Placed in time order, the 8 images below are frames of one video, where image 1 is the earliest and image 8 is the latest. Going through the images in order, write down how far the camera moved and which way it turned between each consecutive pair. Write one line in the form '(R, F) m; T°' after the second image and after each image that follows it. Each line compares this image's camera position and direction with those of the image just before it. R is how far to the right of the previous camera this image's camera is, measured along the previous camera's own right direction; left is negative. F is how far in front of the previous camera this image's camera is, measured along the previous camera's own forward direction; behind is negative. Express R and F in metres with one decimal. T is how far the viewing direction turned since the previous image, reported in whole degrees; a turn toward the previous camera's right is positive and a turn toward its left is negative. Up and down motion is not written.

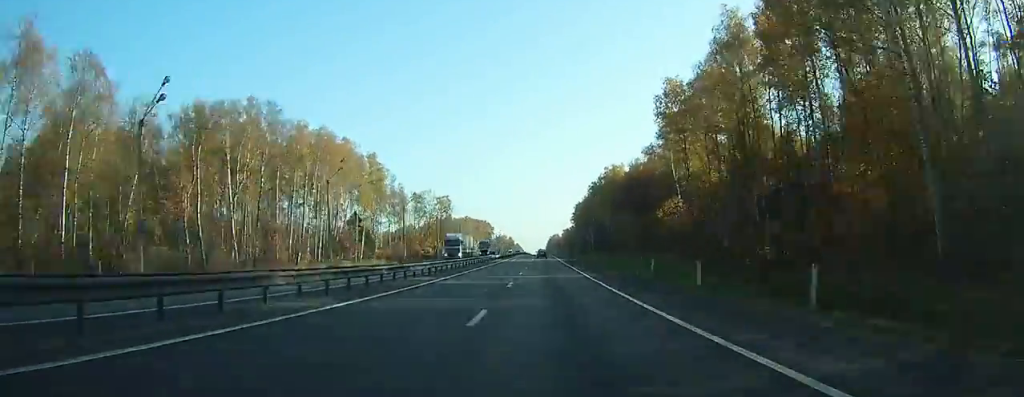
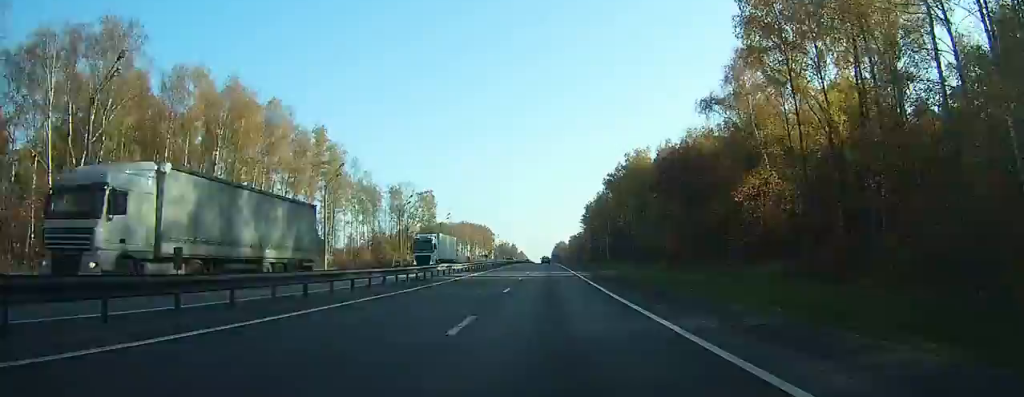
(-0.3, +35.3) m; 0°
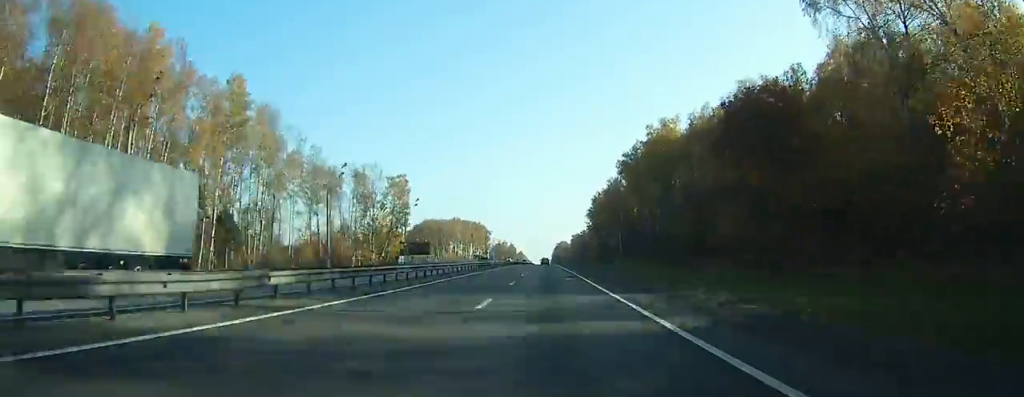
(-0.1, +30.1) m; 0°
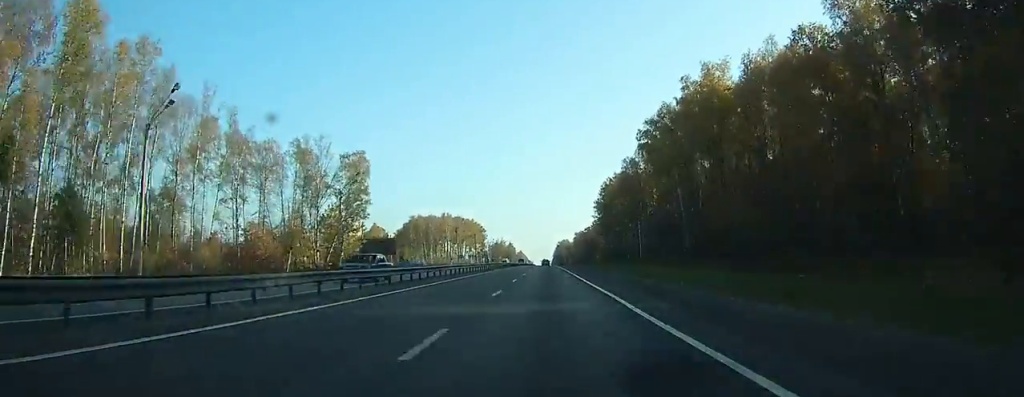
(-0.1, +29.9) m; 0°
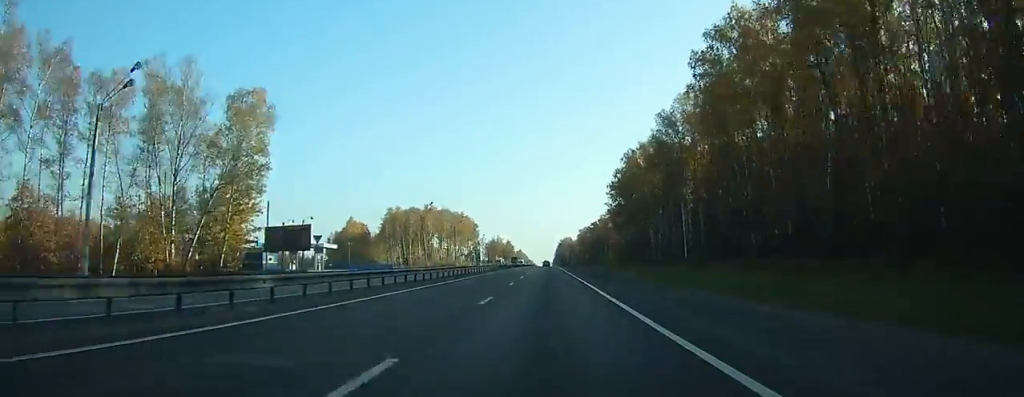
(0.0, +39.3) m; 0°
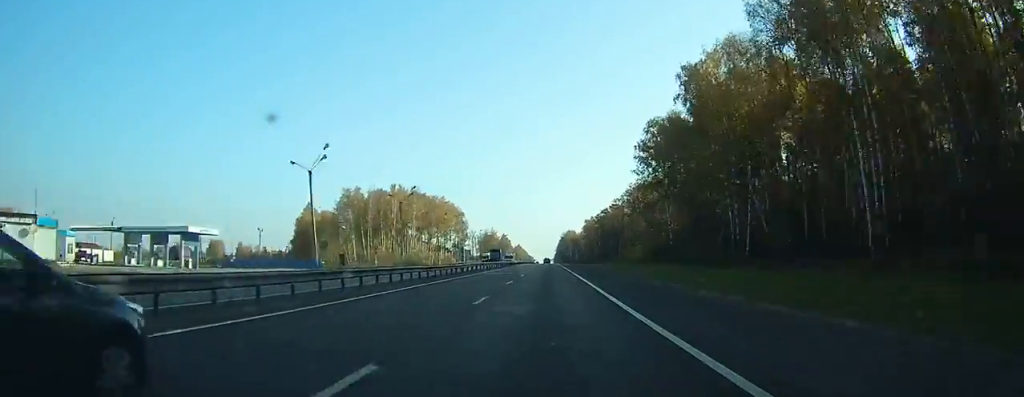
(0.0, +50.9) m; 0°
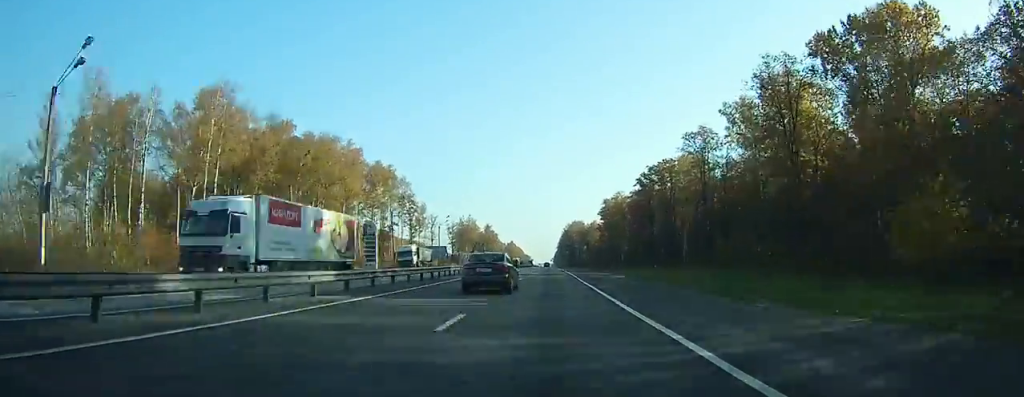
(-0.3, +107.7) m; 0°
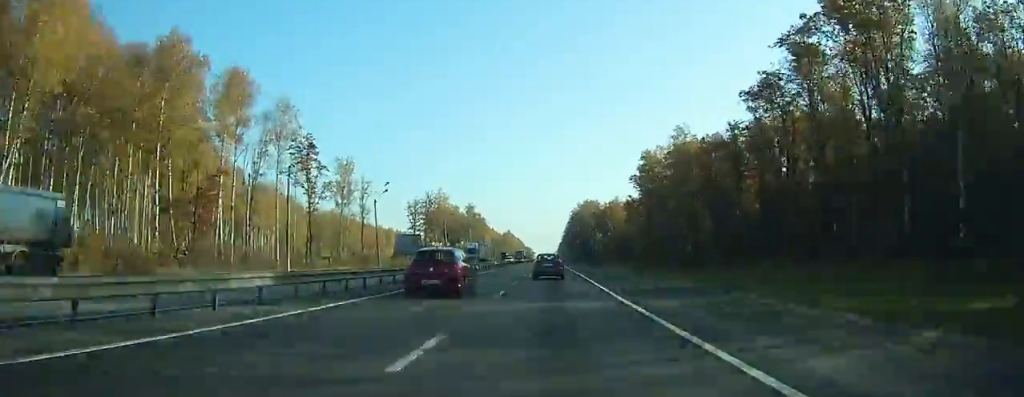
(-0.1, +75.1) m; 0°
